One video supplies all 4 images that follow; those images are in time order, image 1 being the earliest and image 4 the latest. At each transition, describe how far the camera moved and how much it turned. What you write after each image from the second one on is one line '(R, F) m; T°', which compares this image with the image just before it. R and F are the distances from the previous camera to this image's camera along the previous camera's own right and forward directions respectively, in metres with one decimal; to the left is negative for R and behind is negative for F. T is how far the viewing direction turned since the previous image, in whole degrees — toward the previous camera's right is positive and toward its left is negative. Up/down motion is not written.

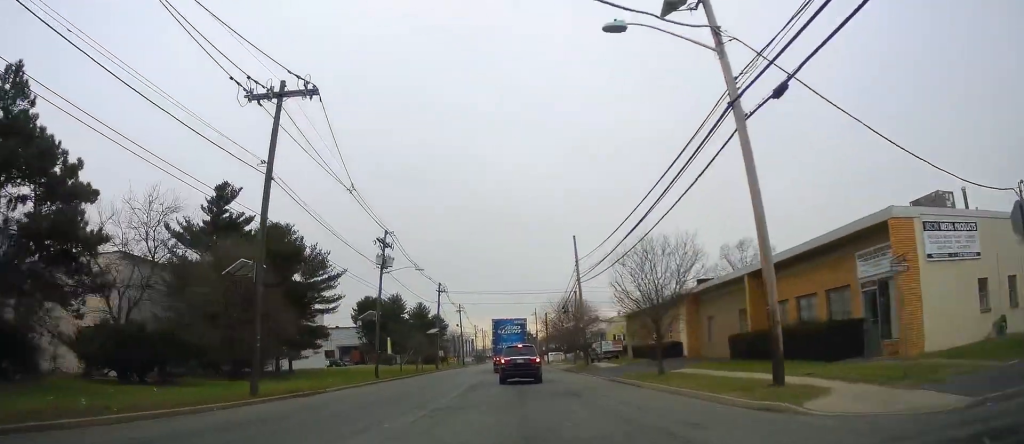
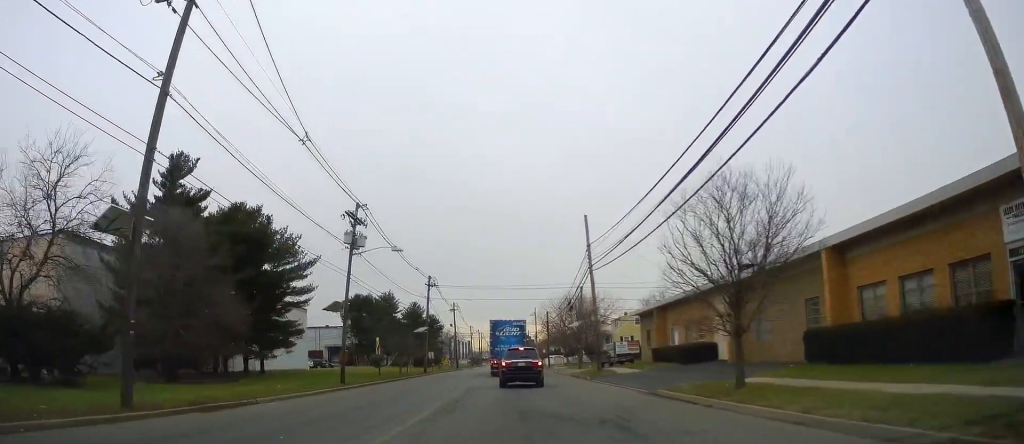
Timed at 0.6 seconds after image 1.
(+0.1, +7.2) m; +2°
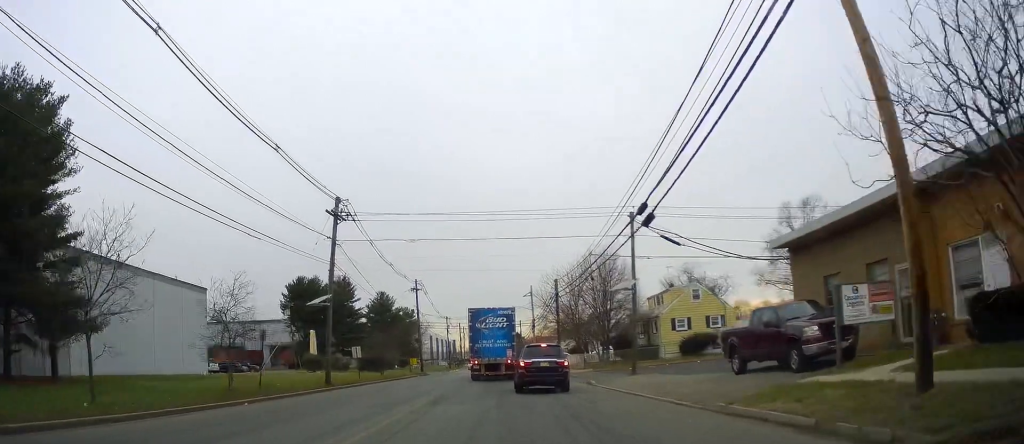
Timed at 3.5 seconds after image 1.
(+1.1, +31.9) m; +1°
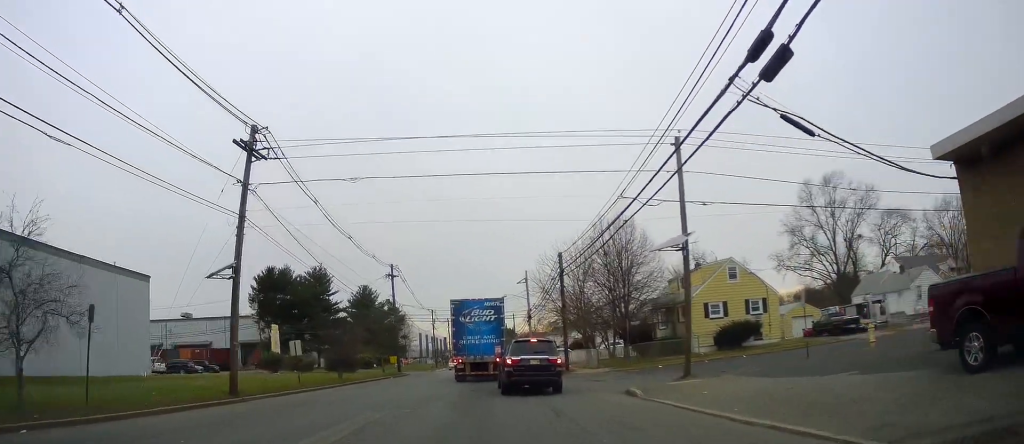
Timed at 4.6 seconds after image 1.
(-0.1, +10.6) m; -1°
